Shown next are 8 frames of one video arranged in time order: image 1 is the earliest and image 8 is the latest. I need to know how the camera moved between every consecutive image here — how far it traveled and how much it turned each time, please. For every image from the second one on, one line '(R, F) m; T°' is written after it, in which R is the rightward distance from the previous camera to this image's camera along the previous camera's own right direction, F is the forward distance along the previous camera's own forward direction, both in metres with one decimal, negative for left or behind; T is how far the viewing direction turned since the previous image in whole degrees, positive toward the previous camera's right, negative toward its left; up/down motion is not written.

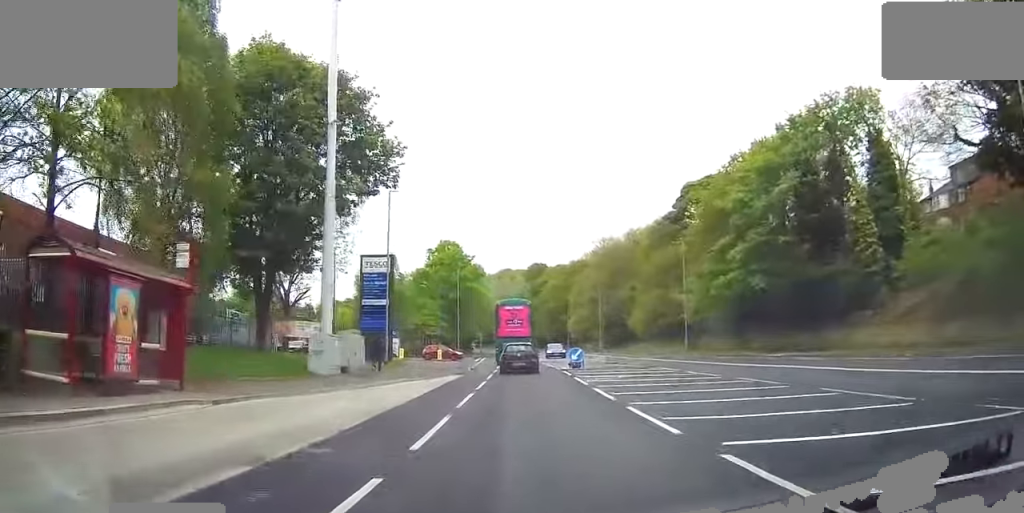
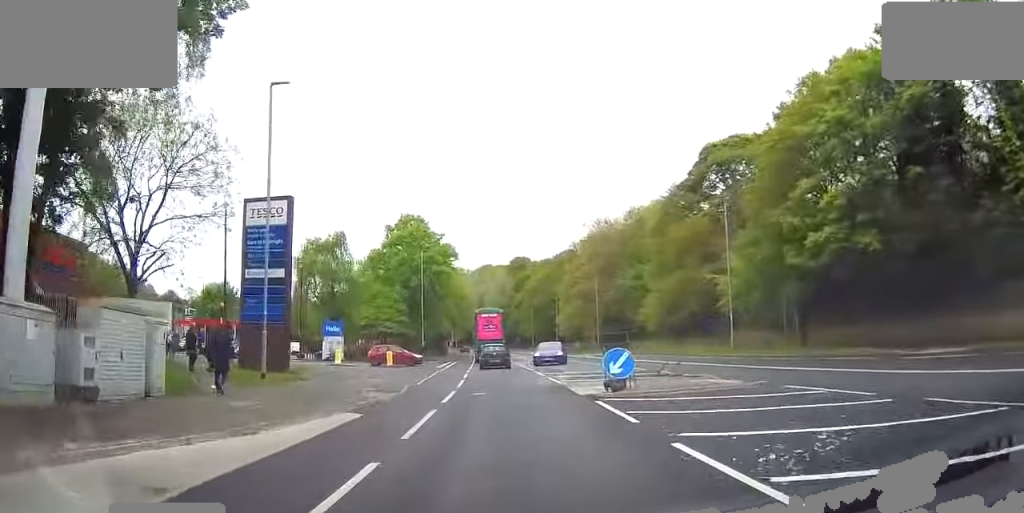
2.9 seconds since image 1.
(+0.2, +16.1) m; +2°
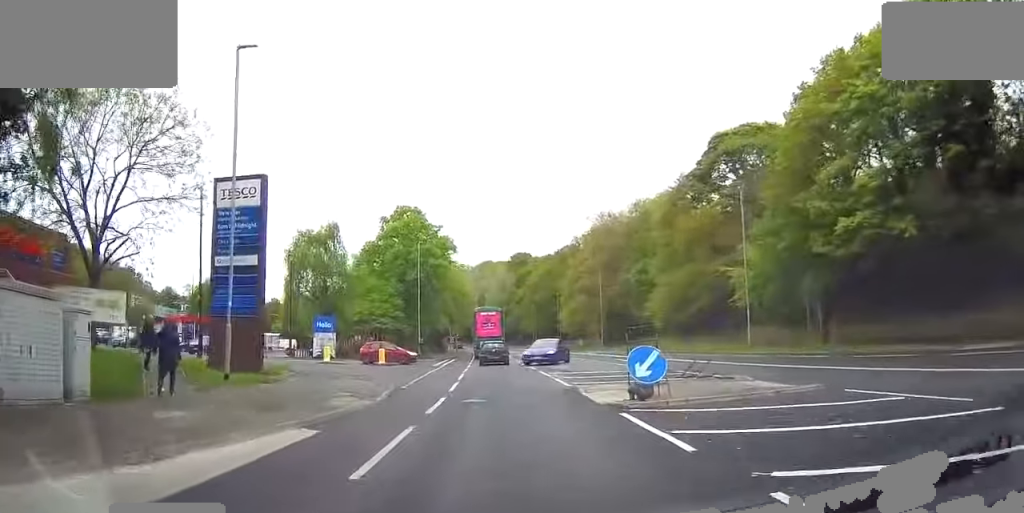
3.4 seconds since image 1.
(+0.1, +2.9) m; 0°
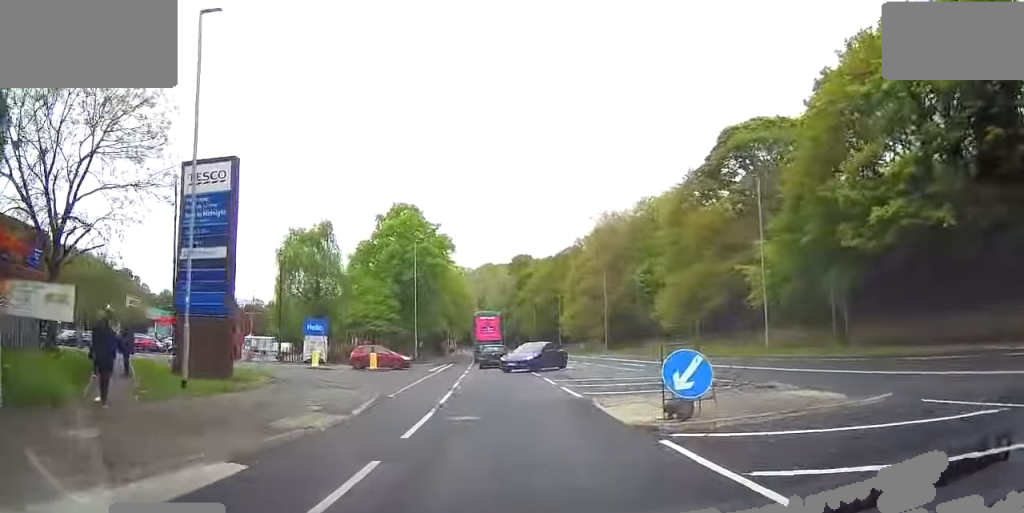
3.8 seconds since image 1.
(-0.2, +2.7) m; -2°
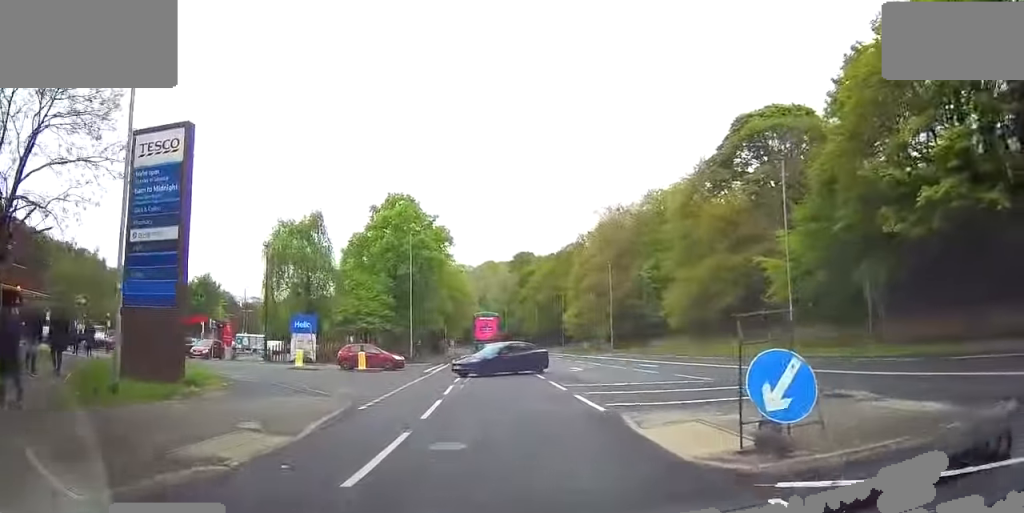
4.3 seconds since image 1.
(-0.1, +3.4) m; -2°
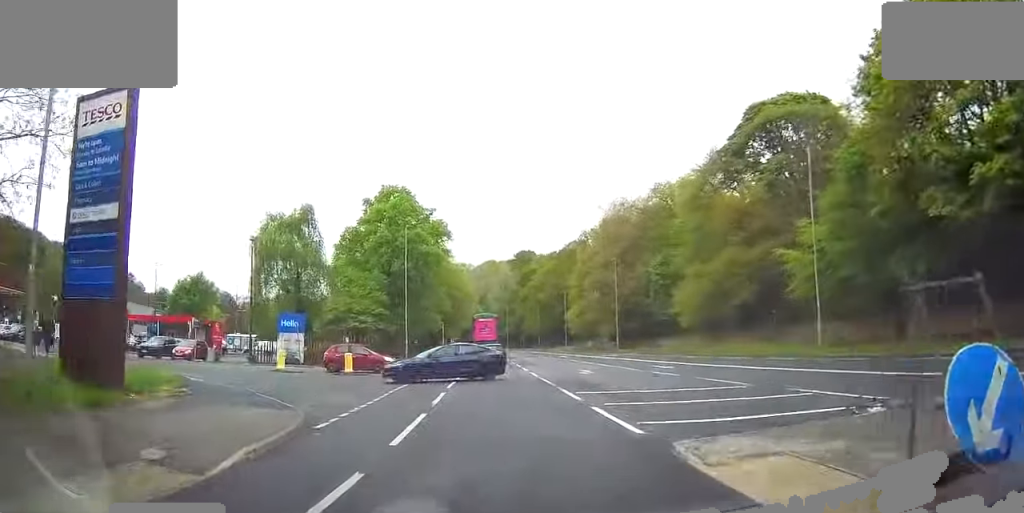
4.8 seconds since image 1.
(0.0, +3.3) m; +2°
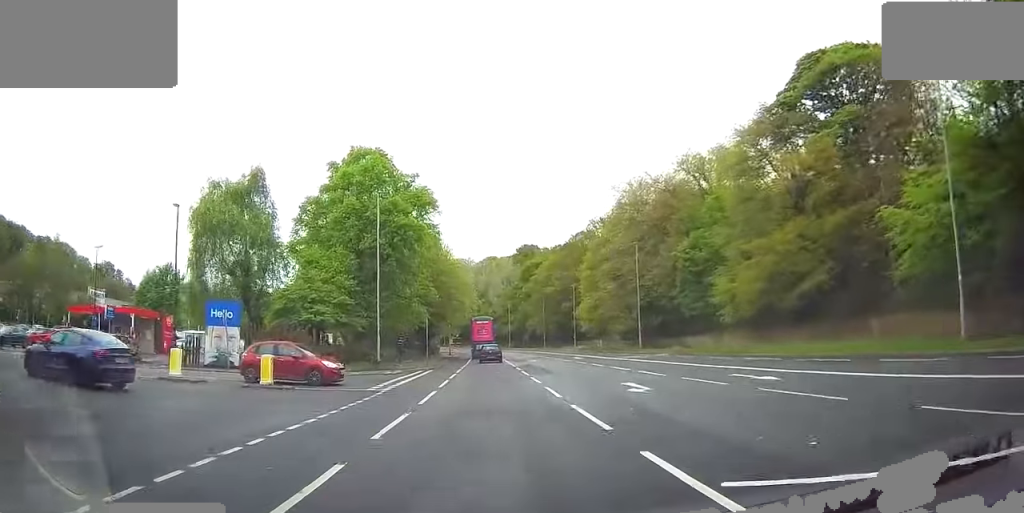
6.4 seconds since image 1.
(+0.5, +11.4) m; +2°
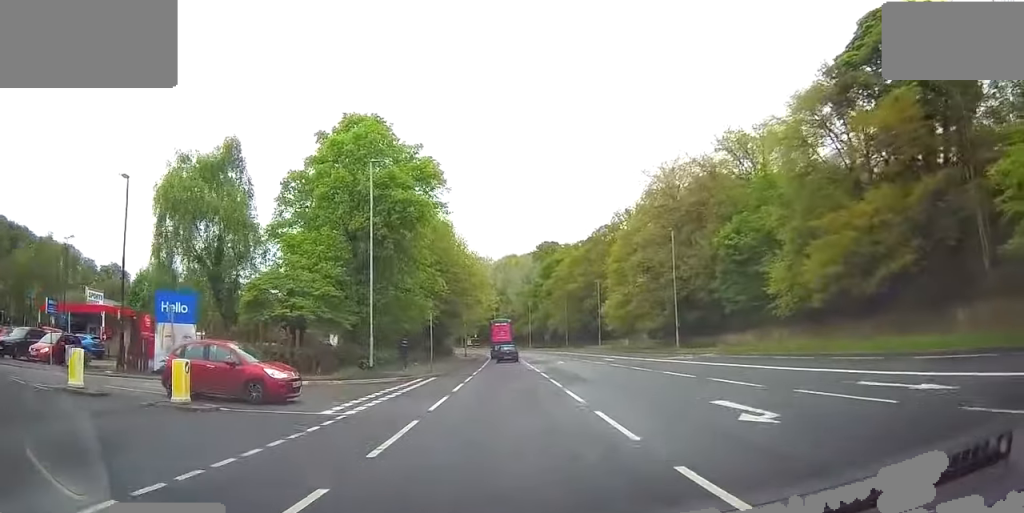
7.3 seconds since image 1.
(-0.3, +7.0) m; -1°
